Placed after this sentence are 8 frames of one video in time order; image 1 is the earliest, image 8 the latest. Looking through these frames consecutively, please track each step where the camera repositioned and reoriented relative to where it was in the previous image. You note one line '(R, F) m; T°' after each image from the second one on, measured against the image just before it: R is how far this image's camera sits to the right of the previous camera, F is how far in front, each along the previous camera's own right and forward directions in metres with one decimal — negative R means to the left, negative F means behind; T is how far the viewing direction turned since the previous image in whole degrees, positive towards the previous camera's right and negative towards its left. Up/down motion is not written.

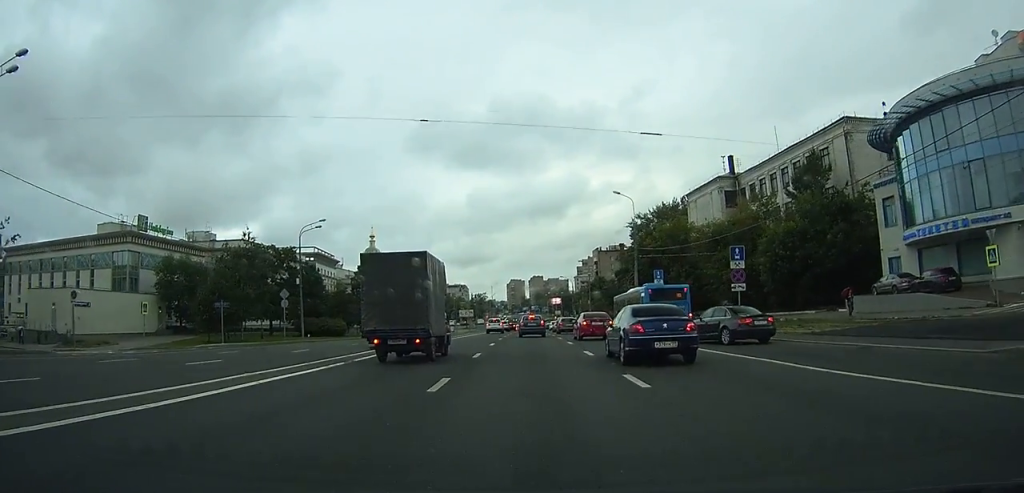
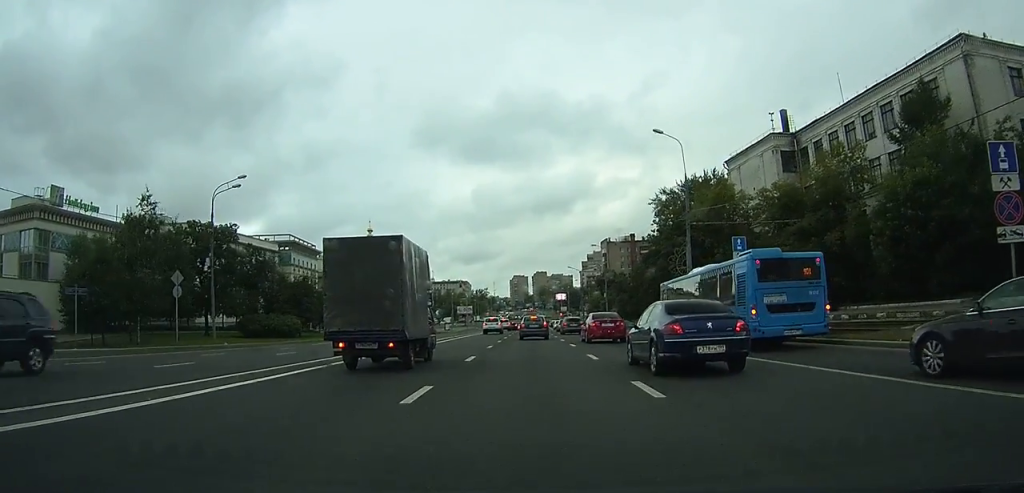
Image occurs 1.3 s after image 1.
(0.0, +18.1) m; 0°
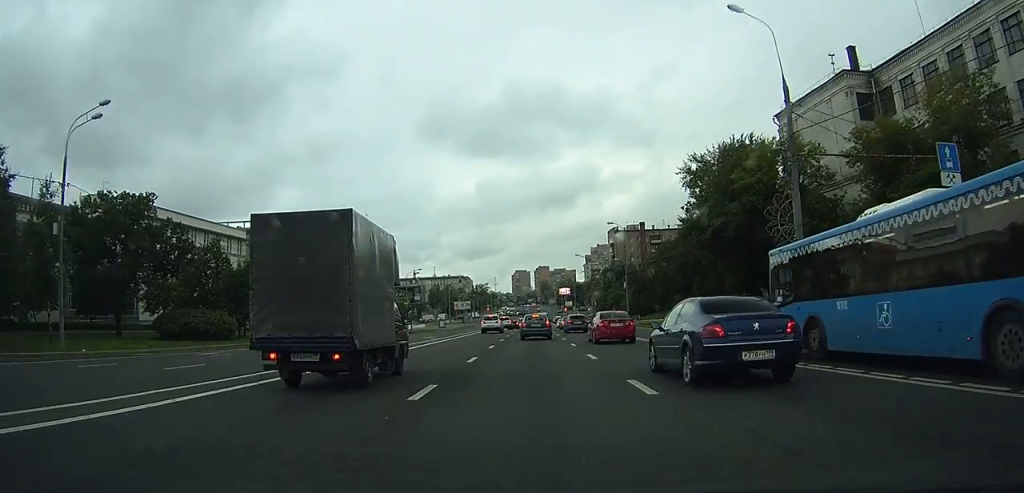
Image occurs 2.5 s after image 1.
(0.0, +16.3) m; 0°
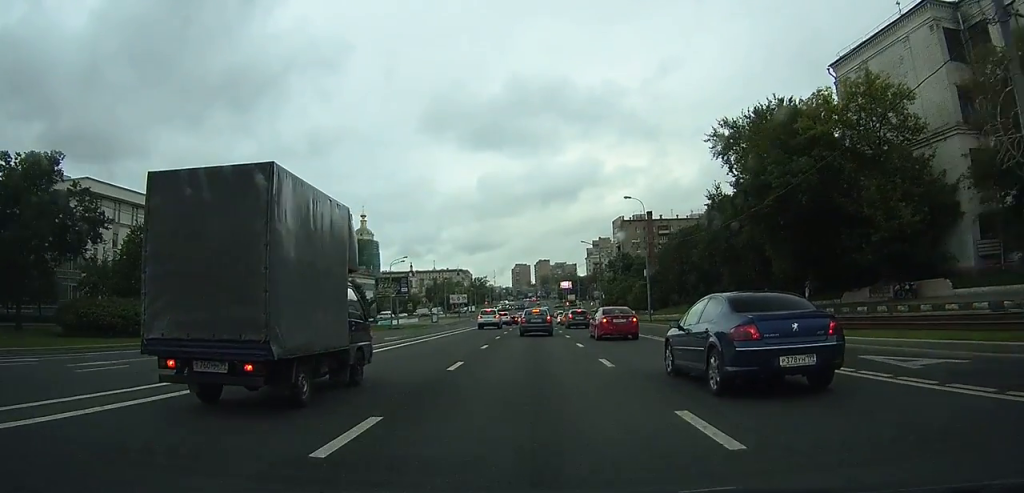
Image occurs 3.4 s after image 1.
(-0.1, +12.1) m; 0°
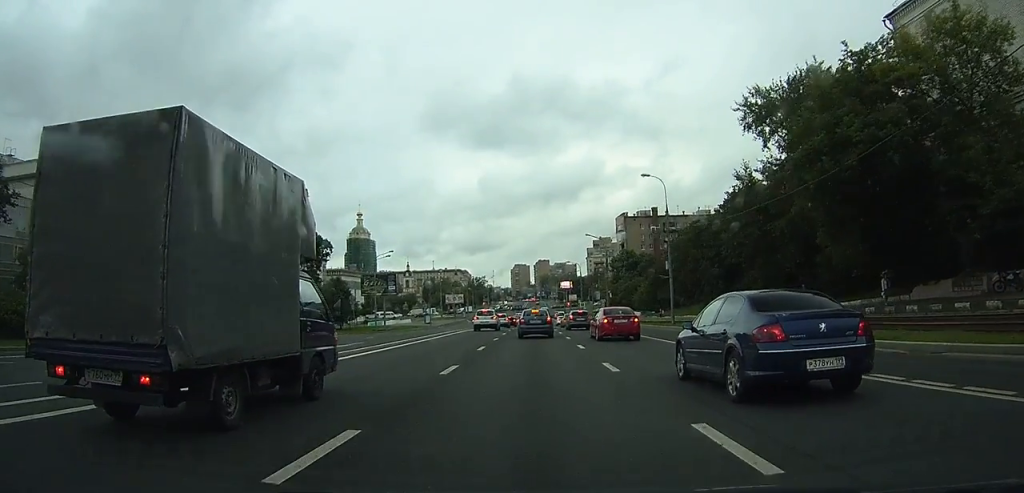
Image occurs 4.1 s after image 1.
(0.0, +9.1) m; 0°
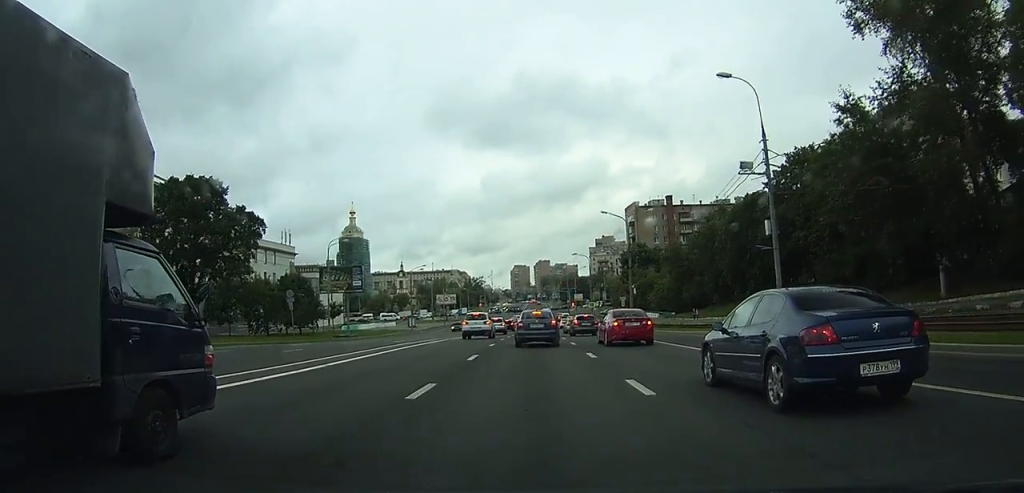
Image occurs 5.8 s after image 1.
(0.0, +19.3) m; 0°
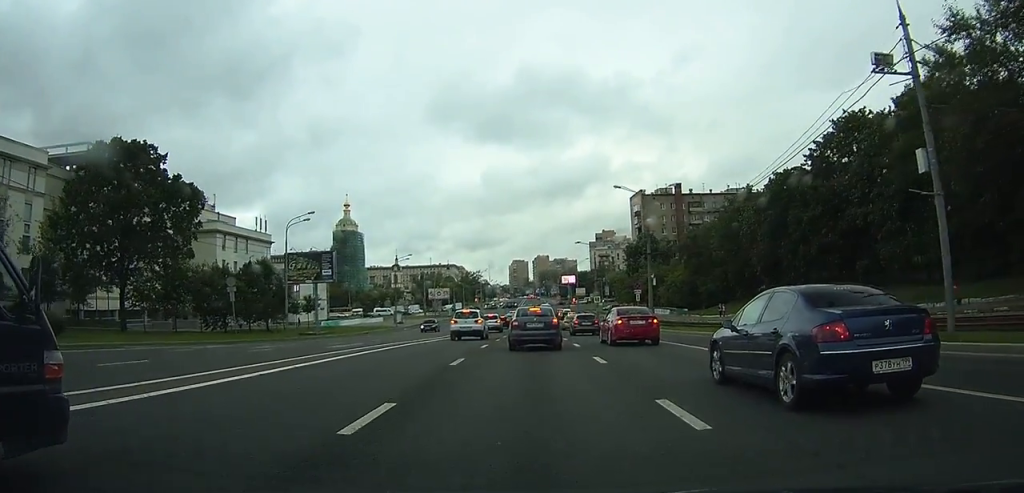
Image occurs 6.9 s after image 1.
(-0.1, +11.0) m; -1°
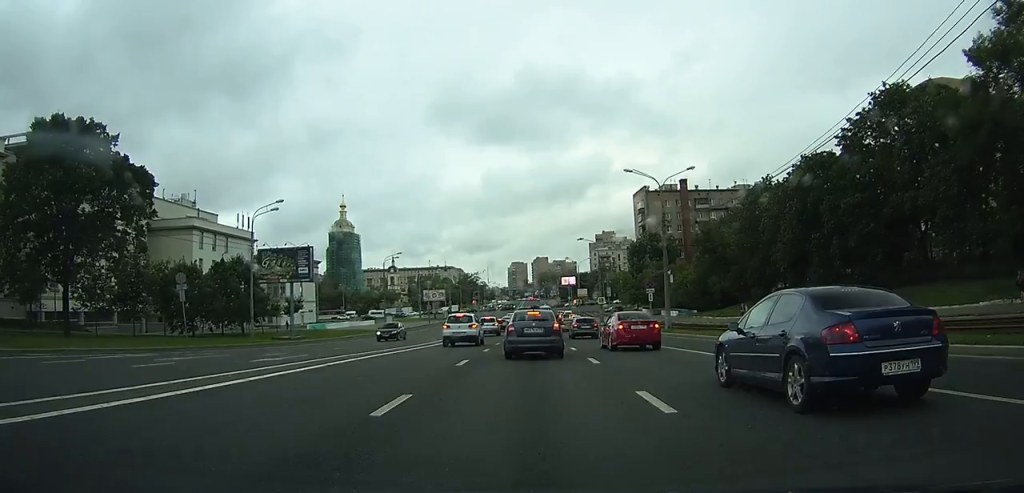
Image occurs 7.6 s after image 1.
(0.0, +7.0) m; 0°
